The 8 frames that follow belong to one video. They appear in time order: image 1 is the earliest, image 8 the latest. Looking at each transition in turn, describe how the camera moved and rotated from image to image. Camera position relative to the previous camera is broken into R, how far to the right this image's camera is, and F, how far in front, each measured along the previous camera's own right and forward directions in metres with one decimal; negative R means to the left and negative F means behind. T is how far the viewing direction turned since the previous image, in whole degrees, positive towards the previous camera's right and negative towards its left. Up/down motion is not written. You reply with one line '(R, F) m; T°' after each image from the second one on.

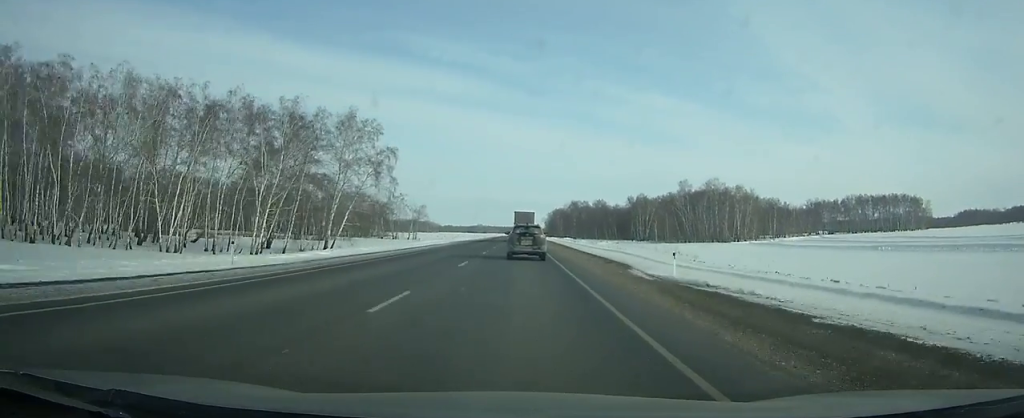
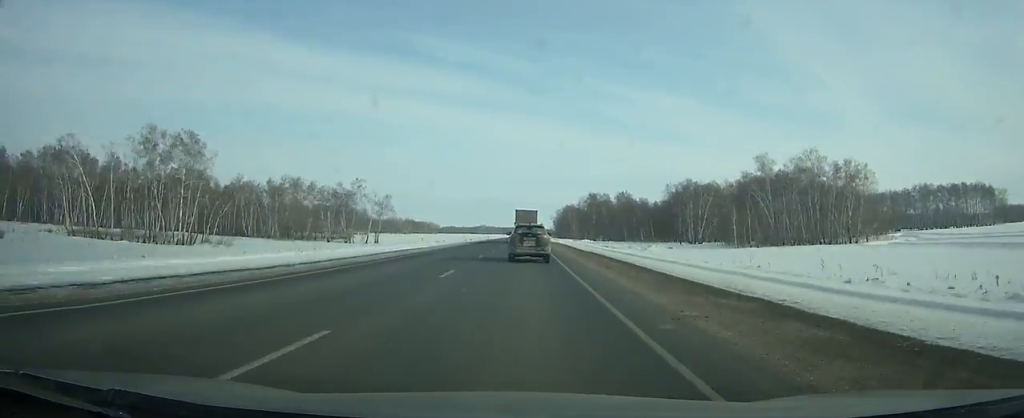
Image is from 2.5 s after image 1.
(-0.1, +63.0) m; 0°
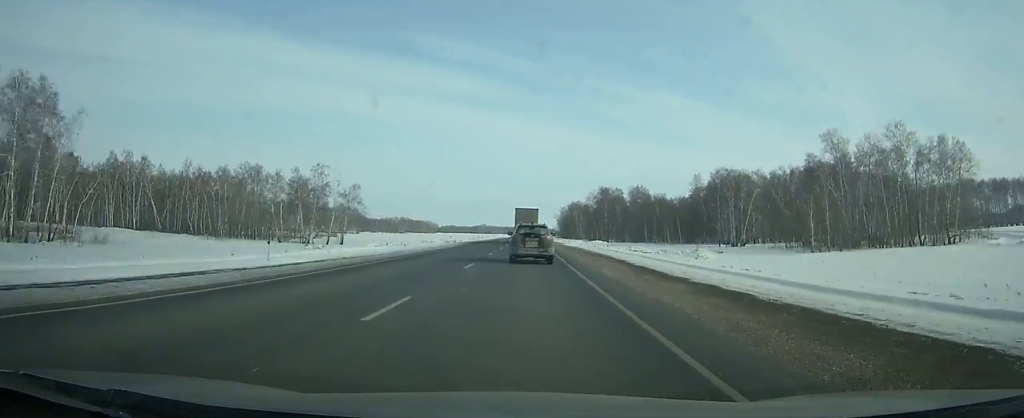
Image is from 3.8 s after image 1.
(-0.1, +32.3) m; 0°
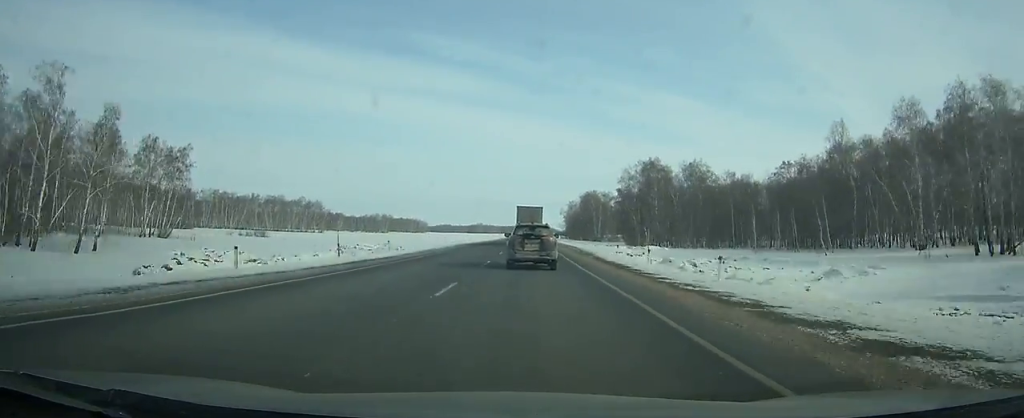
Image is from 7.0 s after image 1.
(0.0, +78.7) m; 0°
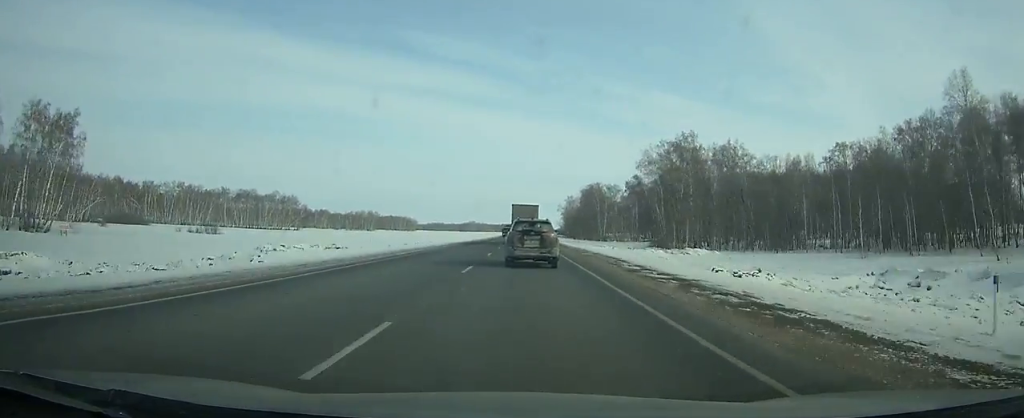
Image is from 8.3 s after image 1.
(0.0, +31.6) m; 0°
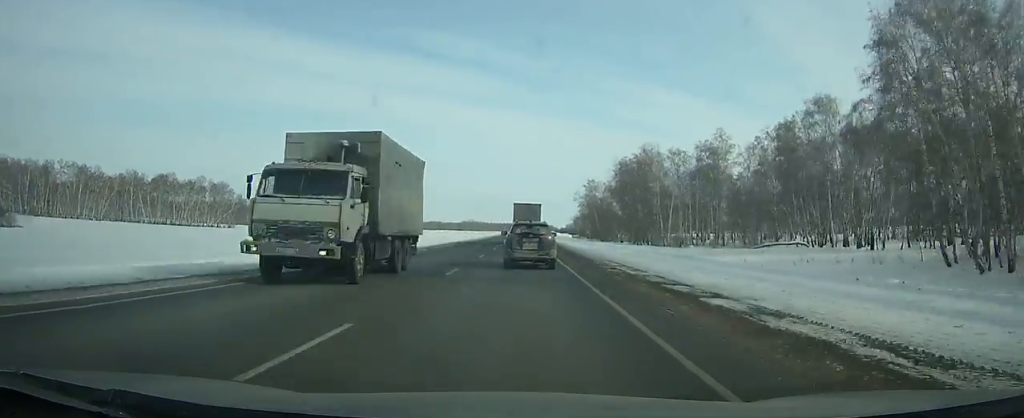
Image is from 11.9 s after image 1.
(+0.2, +86.0) m; 0°
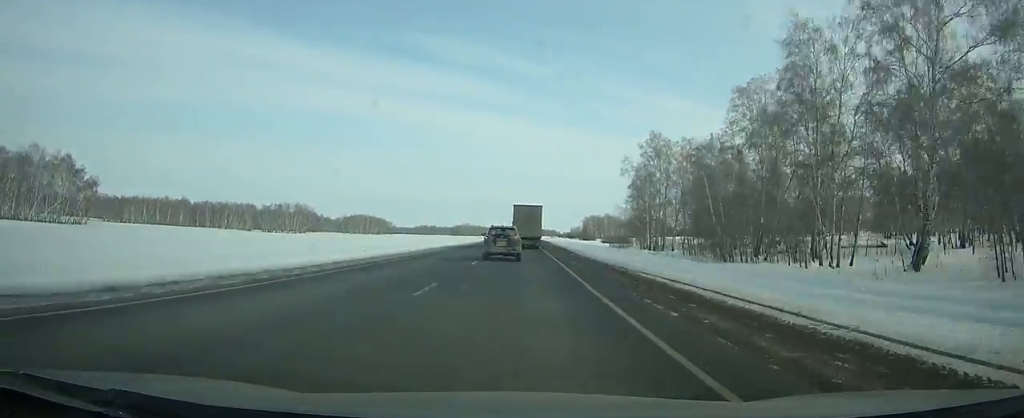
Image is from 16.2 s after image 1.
(-0.1, +102.5) m; 0°
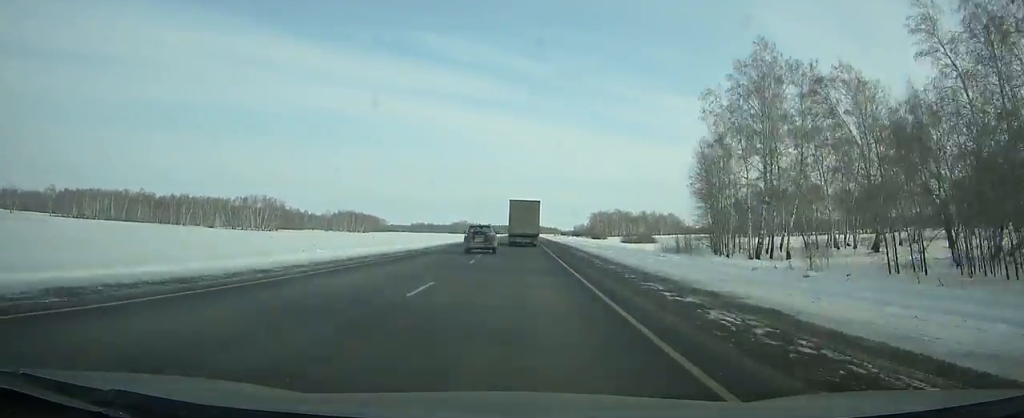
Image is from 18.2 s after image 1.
(0.0, +48.1) m; 0°
